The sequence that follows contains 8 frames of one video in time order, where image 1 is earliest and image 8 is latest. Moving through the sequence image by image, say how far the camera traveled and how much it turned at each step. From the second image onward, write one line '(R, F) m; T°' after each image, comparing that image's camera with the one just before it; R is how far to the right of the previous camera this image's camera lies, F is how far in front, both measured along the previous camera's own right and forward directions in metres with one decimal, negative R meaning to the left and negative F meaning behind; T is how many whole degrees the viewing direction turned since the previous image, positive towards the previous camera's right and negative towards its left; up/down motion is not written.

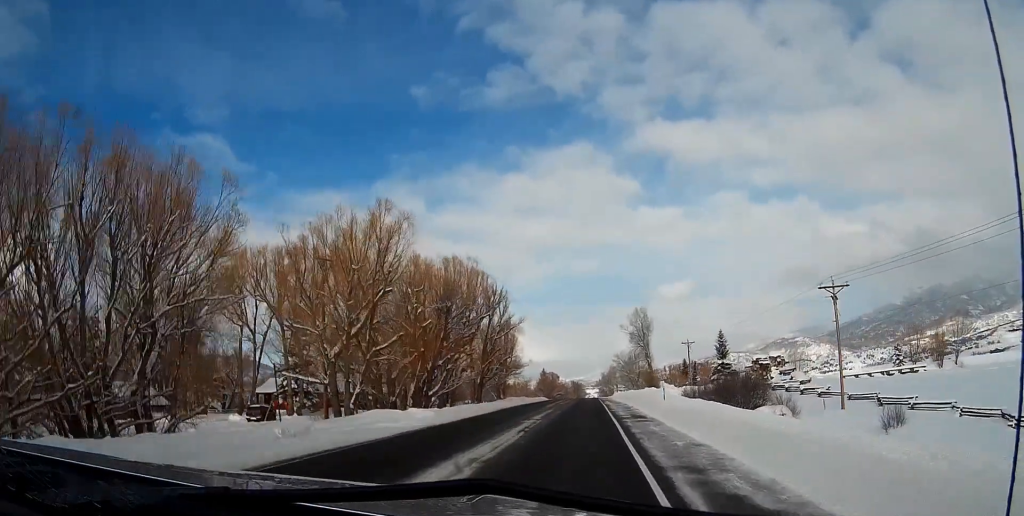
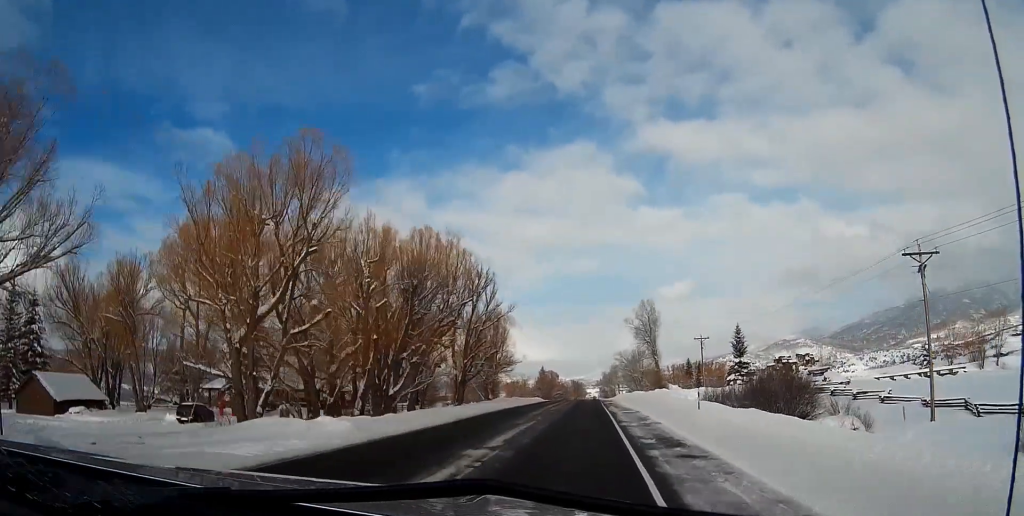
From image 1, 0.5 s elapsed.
(0.0, +14.2) m; 0°
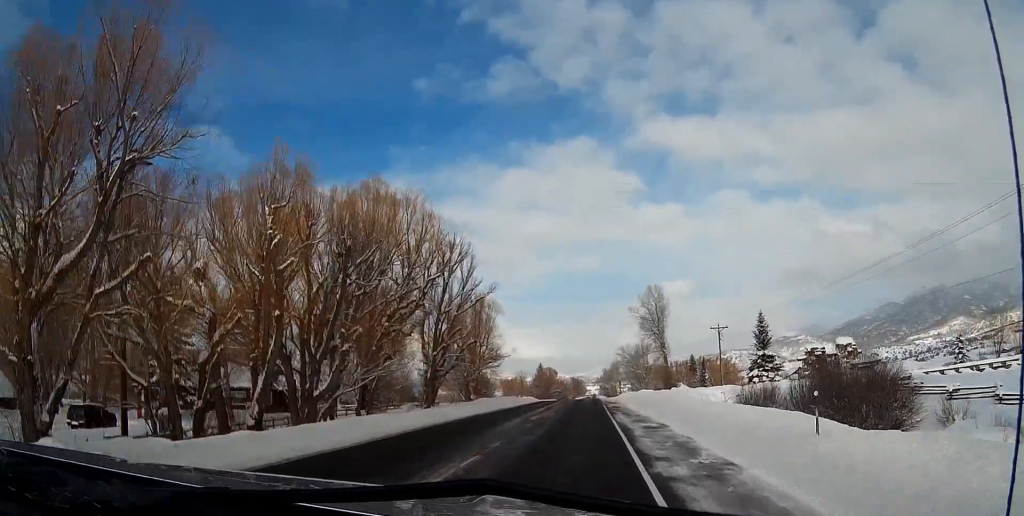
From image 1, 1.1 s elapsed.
(0.0, +16.1) m; 0°
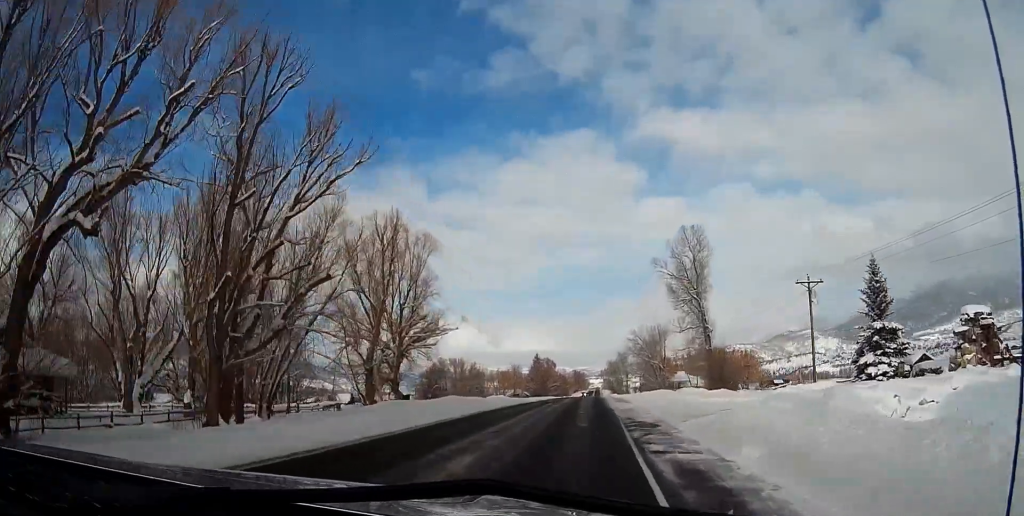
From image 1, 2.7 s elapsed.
(-0.1, +41.2) m; -1°
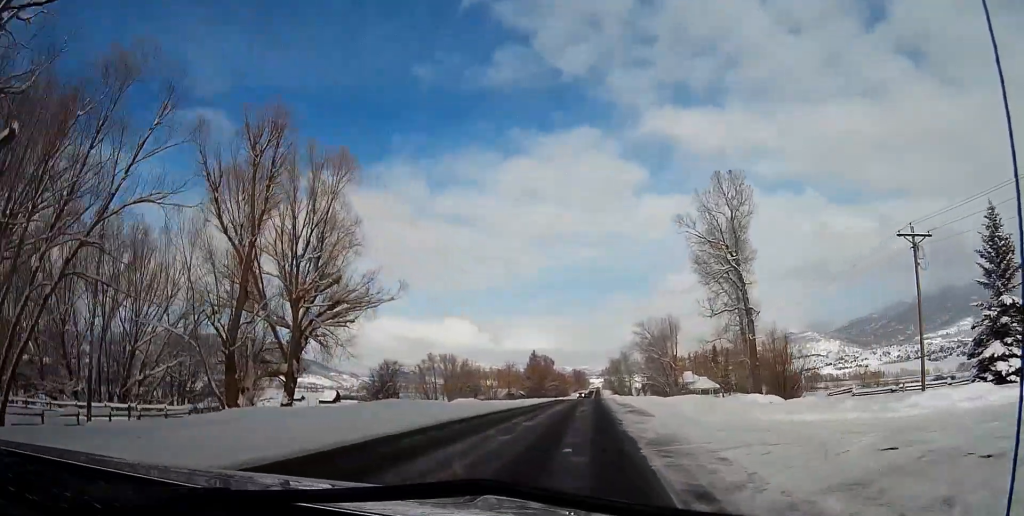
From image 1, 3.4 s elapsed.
(-0.2, +20.5) m; 0°
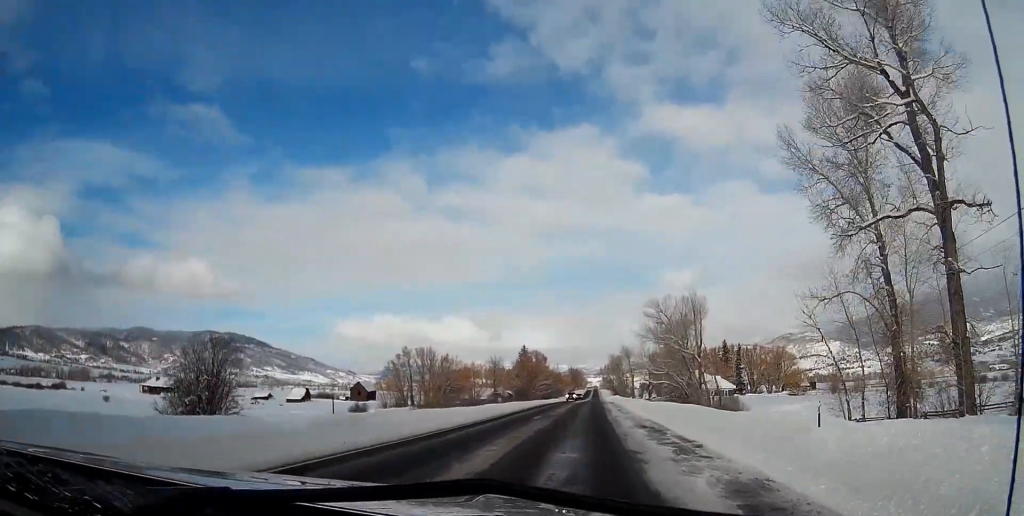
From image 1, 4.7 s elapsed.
(+0.2, +33.3) m; +1°
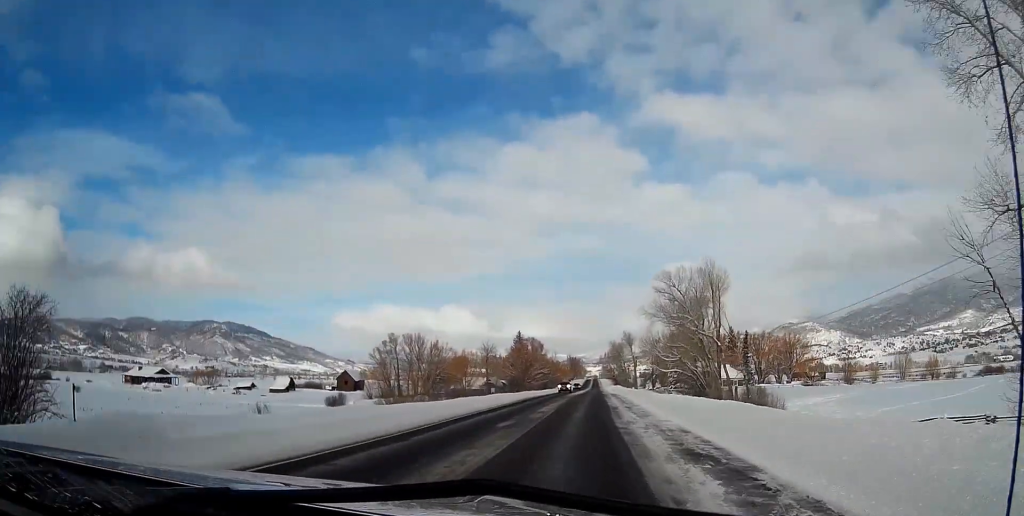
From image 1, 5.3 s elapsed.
(0.0, +15.6) m; 0°
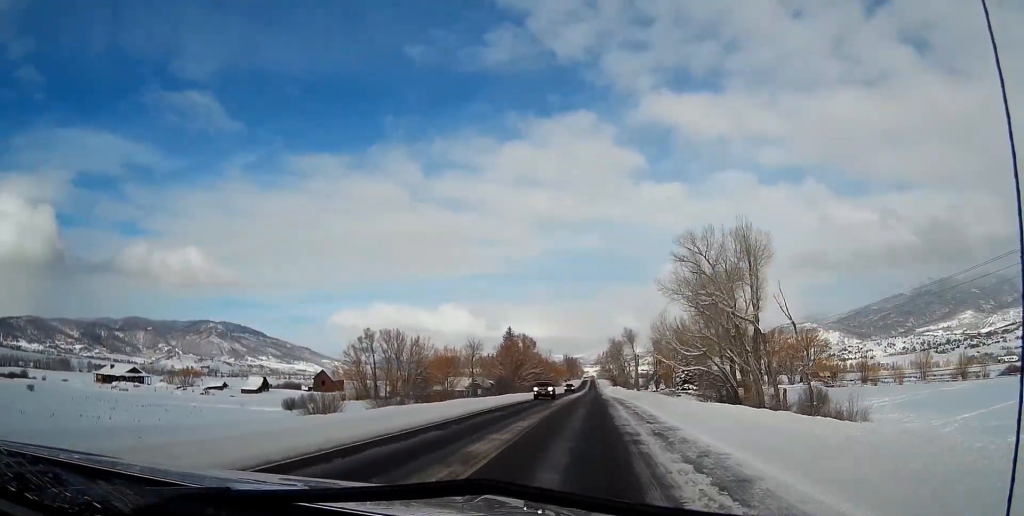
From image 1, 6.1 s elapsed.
(+0.1, +21.5) m; 0°
